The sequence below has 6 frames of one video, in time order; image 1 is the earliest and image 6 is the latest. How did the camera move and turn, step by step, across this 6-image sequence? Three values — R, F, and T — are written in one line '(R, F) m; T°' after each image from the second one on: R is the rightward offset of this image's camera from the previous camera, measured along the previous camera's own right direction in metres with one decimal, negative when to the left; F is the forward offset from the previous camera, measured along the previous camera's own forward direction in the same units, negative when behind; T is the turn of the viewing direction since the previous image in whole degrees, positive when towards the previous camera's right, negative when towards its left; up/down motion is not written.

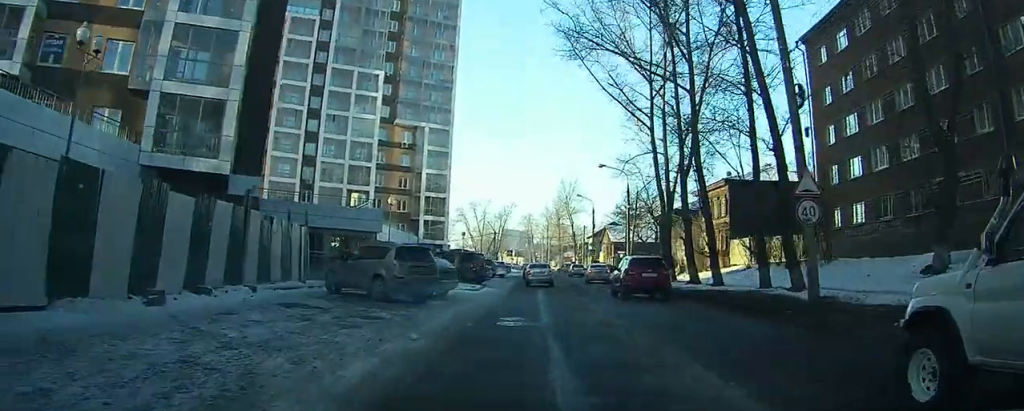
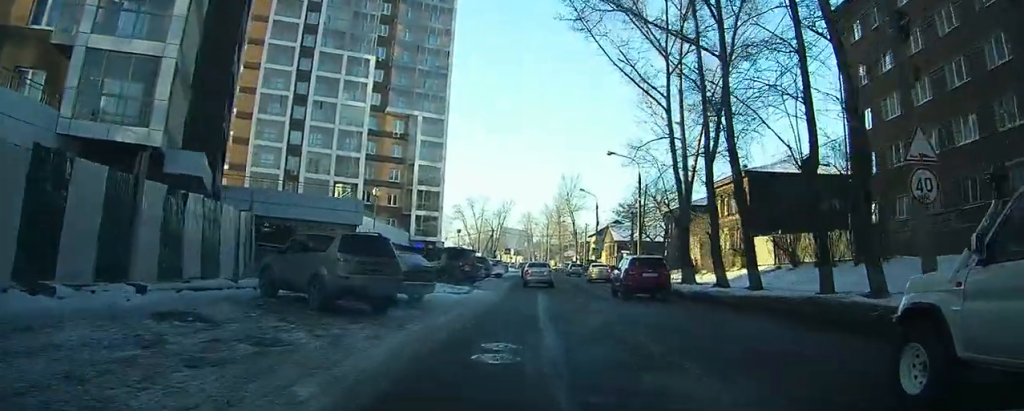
(0.0, +4.6) m; 0°
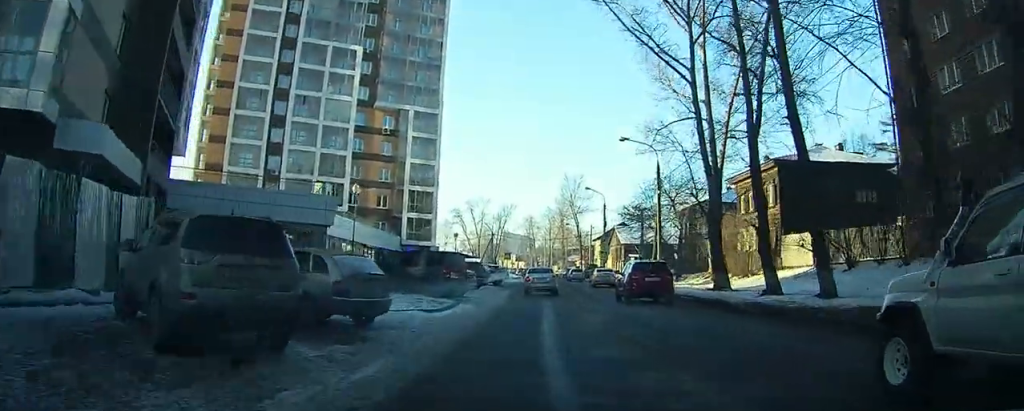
(0.0, +8.5) m; 0°
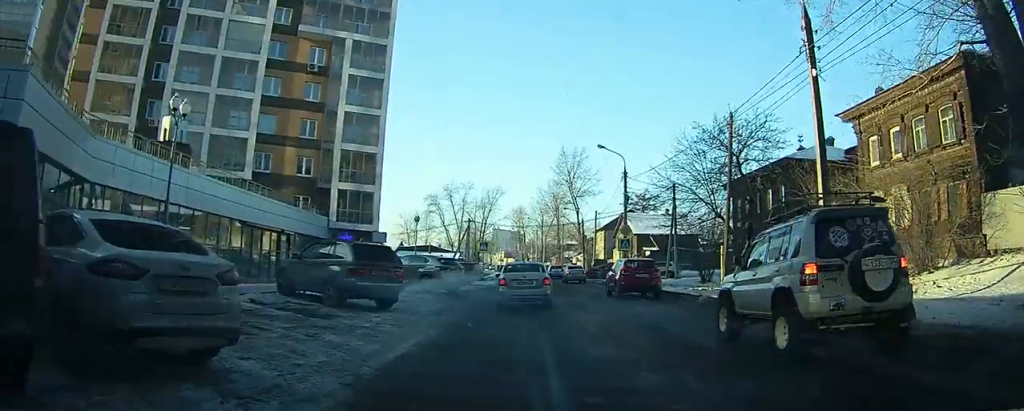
(0.0, +49.5) m; 0°
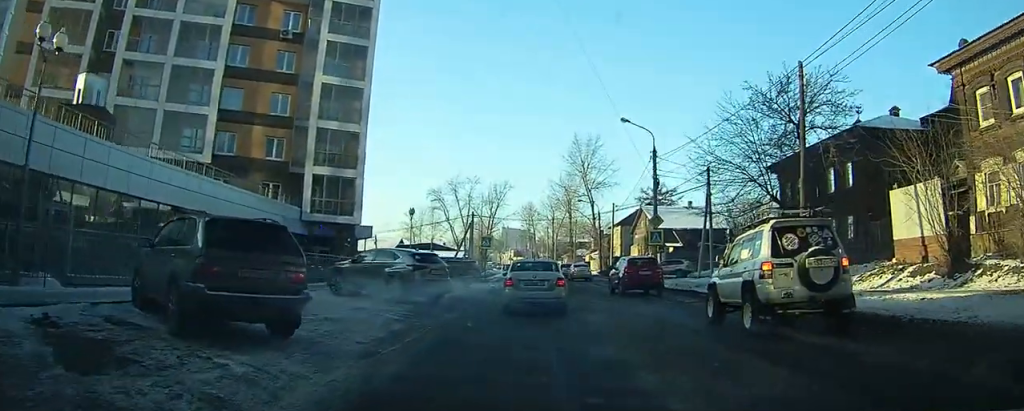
(0.0, +12.8) m; -1°
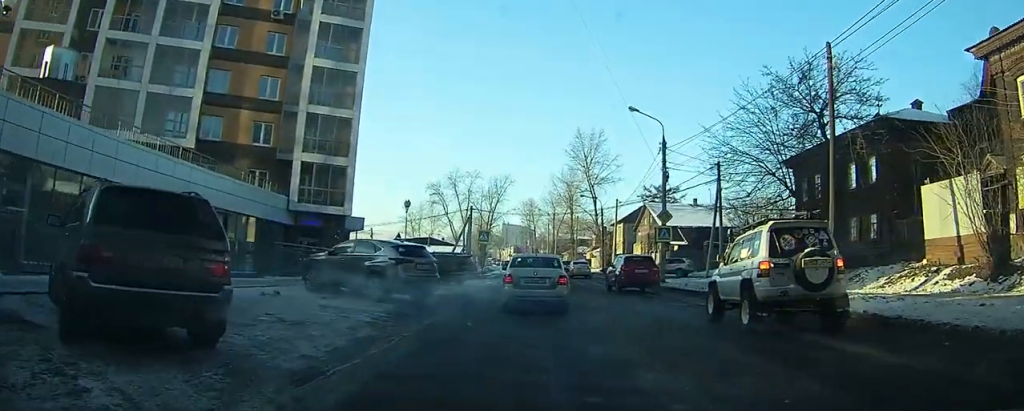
(0.0, +2.9) m; -1°
